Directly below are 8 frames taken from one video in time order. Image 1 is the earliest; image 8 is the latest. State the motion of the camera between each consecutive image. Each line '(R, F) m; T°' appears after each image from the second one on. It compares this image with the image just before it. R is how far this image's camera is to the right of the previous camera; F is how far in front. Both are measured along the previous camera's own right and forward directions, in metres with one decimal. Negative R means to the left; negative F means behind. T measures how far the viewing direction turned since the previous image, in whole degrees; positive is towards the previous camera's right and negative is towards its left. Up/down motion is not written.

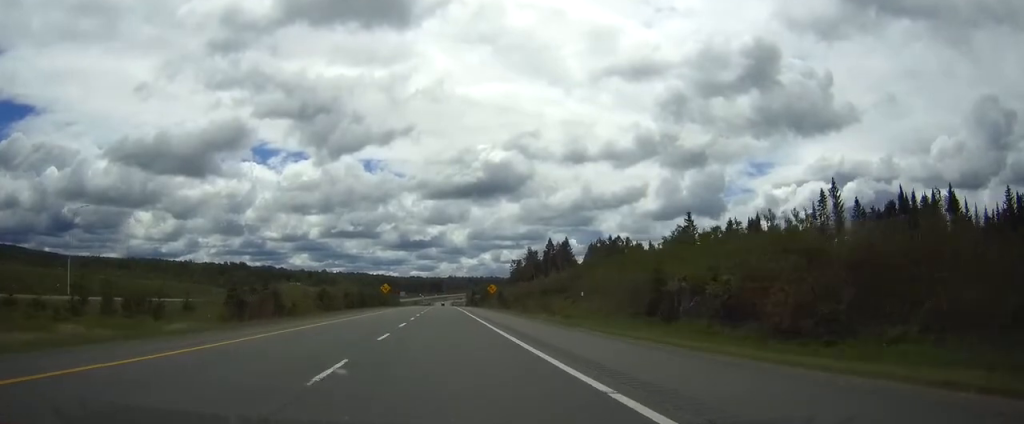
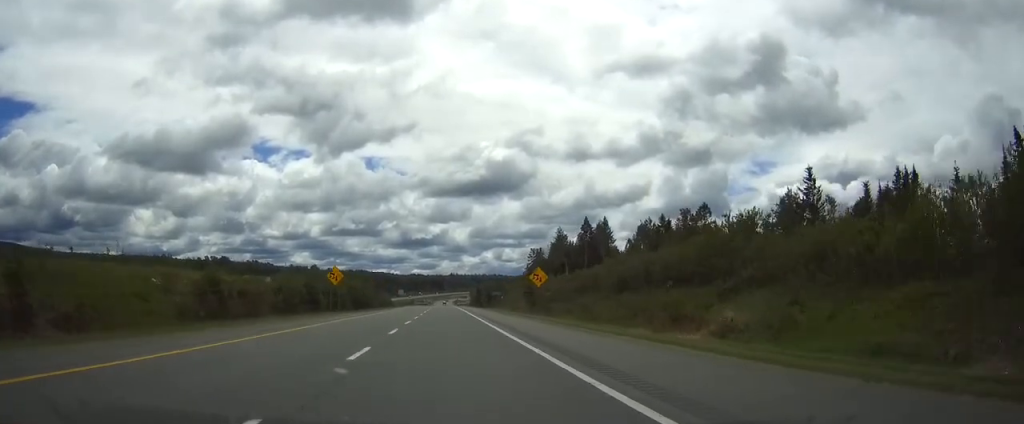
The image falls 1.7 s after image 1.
(+0.1, +51.0) m; 0°
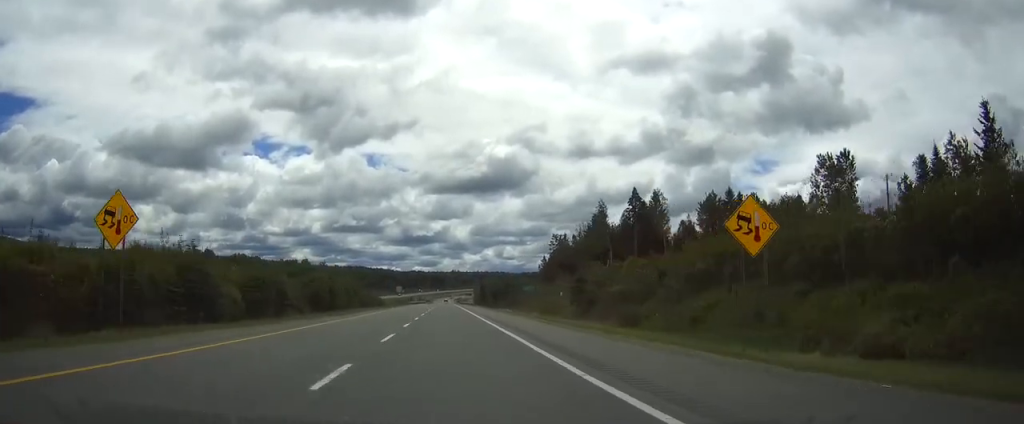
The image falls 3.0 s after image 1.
(-0.1, +39.6) m; 0°
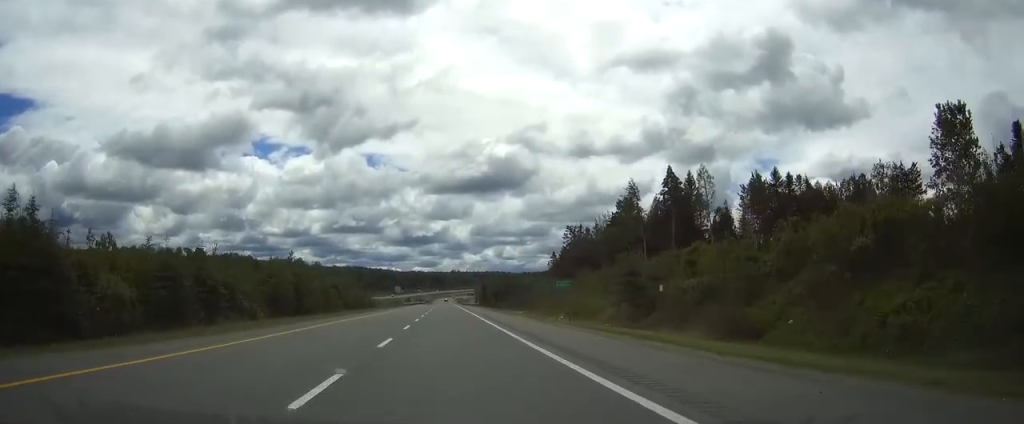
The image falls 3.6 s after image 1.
(-0.1, +19.3) m; 0°
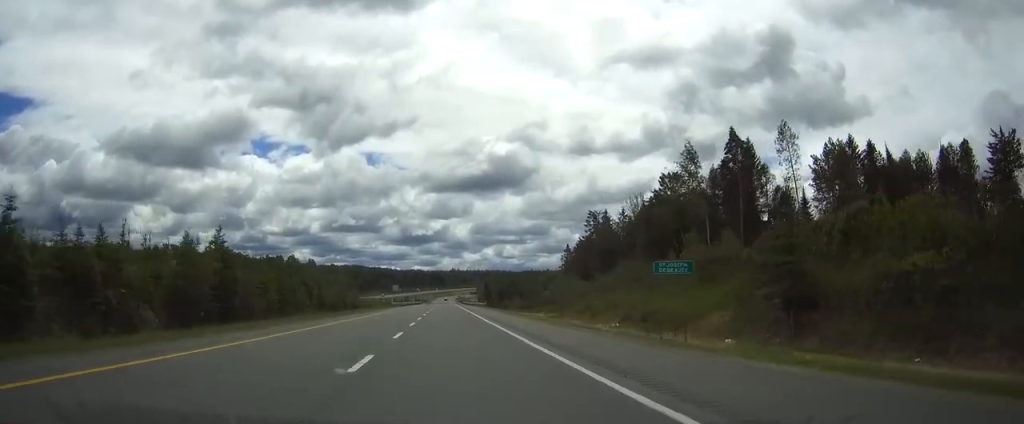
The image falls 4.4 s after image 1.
(0.0, +23.3) m; 0°
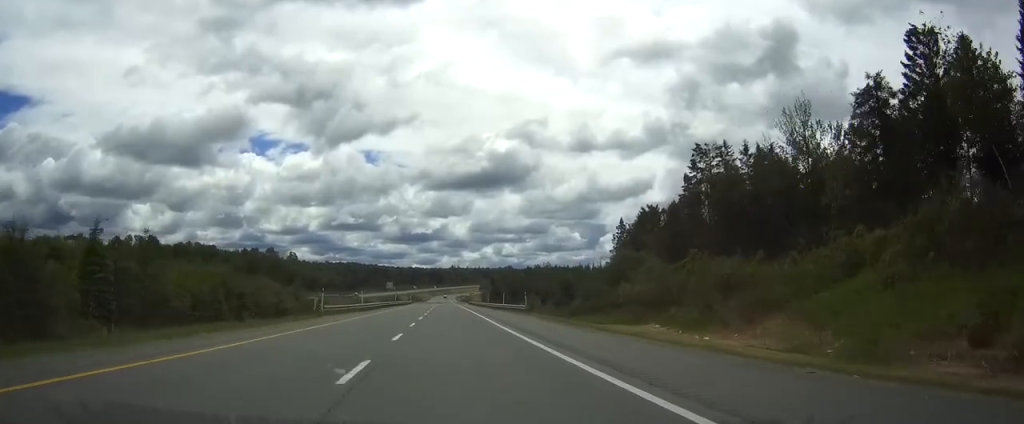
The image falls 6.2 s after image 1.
(0.0, +54.8) m; 0°
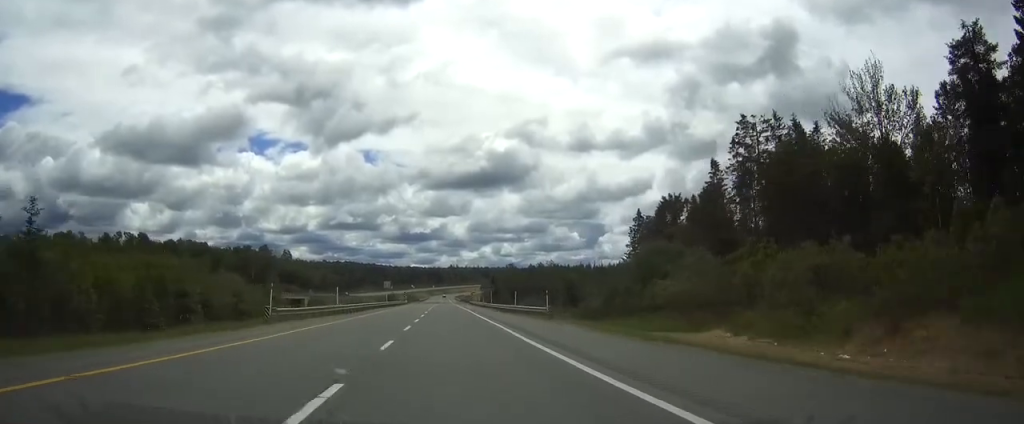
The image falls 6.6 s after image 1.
(0.0, +12.2) m; 0°
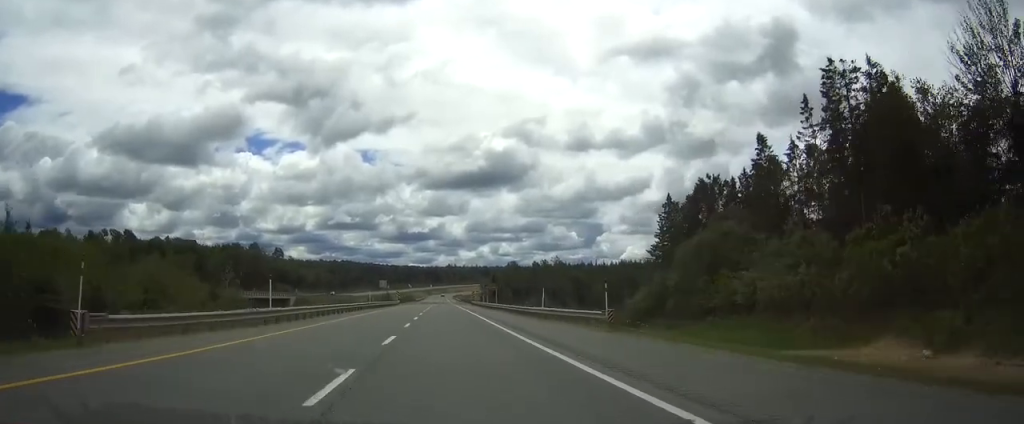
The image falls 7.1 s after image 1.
(+0.1, +16.3) m; 0°
